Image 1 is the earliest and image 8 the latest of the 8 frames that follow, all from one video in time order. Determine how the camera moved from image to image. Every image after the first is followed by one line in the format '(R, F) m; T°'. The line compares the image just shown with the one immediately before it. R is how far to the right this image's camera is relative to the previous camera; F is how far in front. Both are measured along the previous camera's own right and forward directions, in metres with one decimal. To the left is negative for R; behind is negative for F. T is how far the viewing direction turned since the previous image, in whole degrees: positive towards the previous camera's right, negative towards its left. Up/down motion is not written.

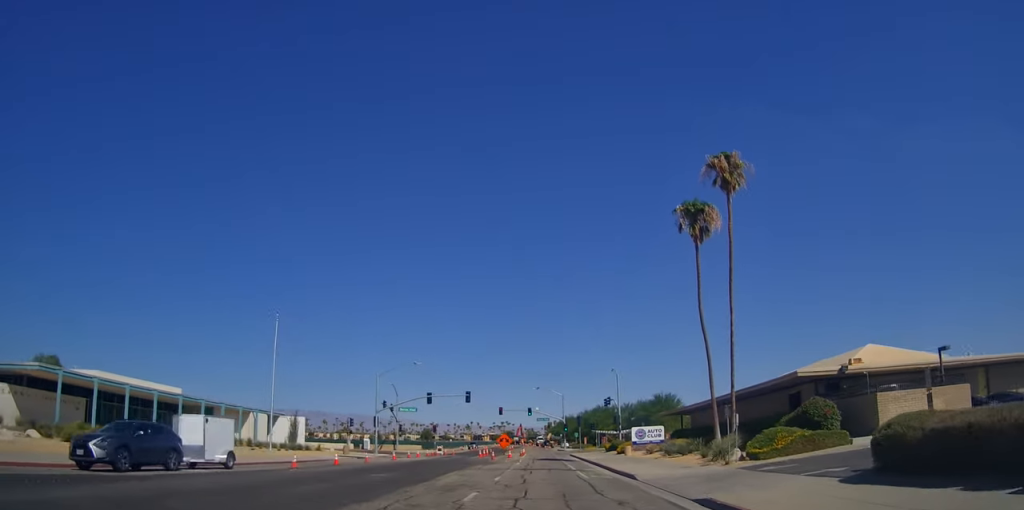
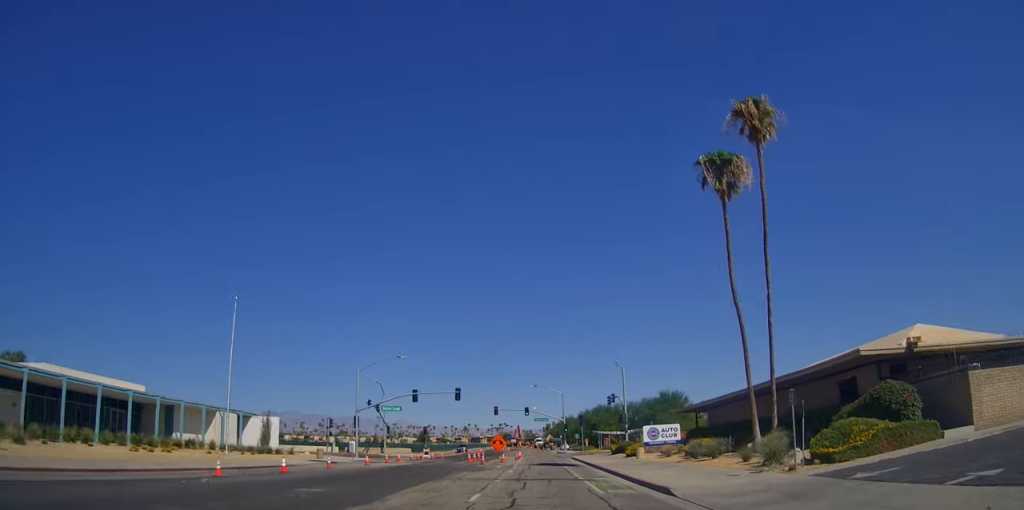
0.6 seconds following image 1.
(0.0, +6.7) m; 0°
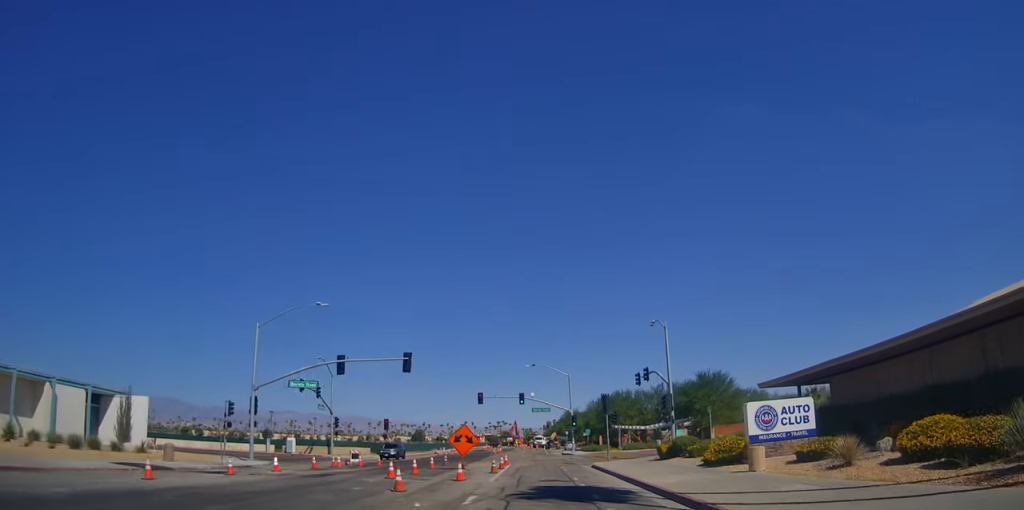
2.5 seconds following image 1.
(0.0, +22.7) m; 0°
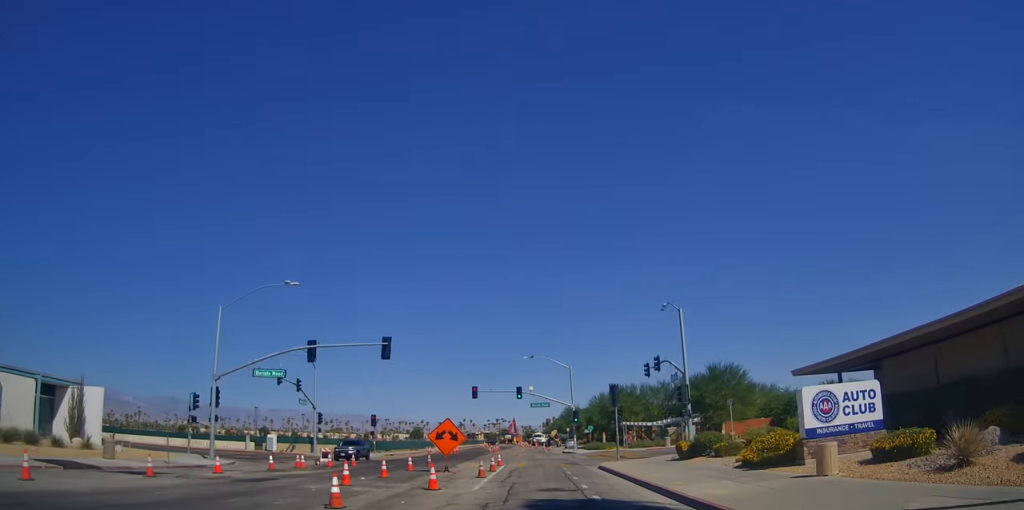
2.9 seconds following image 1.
(0.0, +5.2) m; 0°
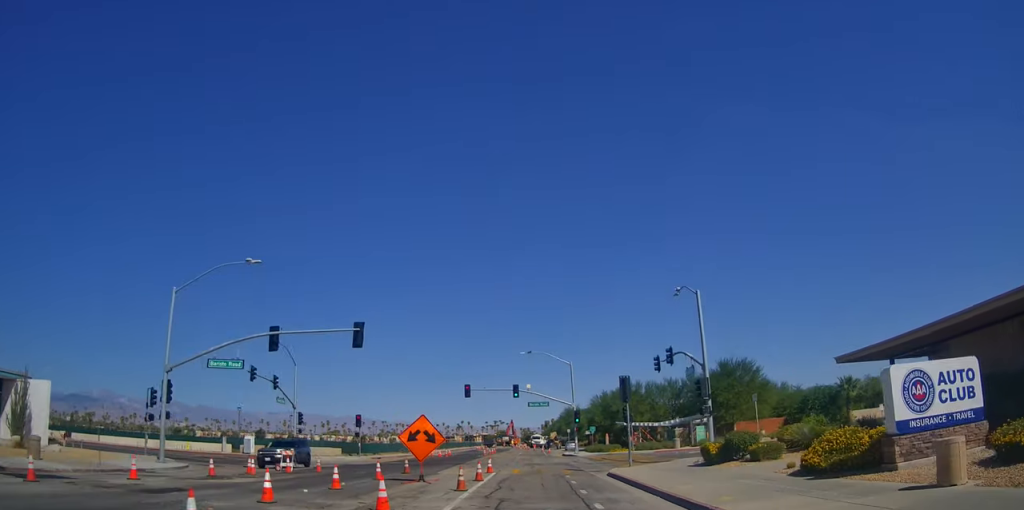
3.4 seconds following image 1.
(0.0, +5.2) m; 0°
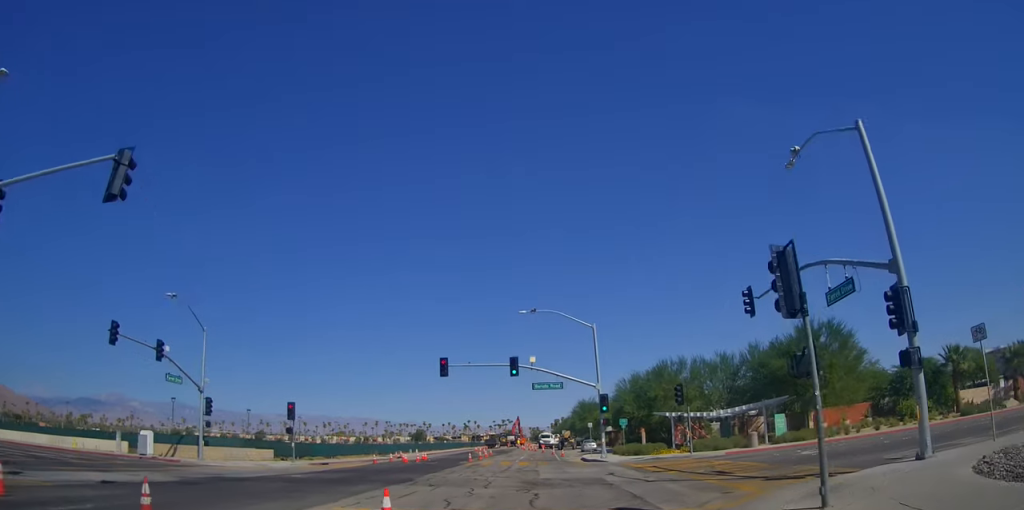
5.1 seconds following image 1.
(0.0, +19.4) m; 0°
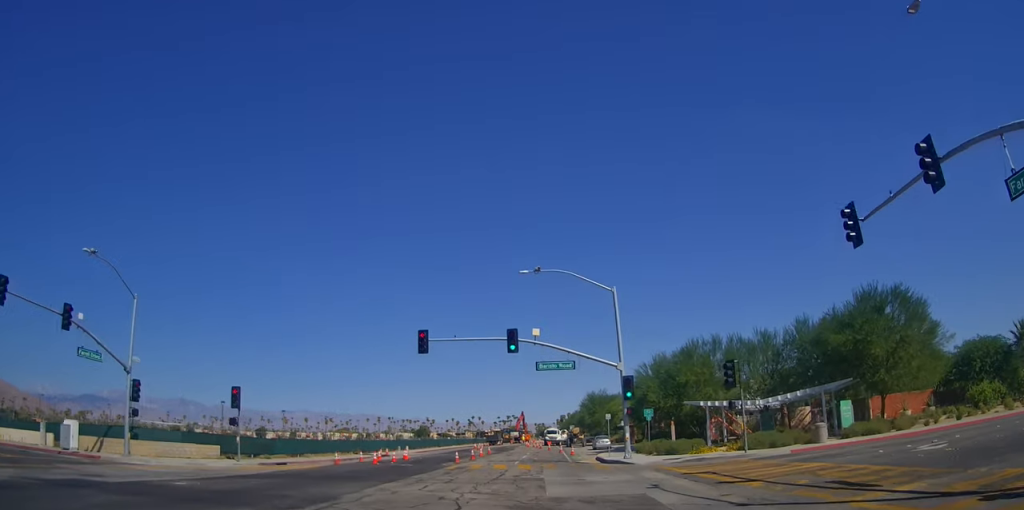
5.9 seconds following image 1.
(0.0, +9.3) m; 0°
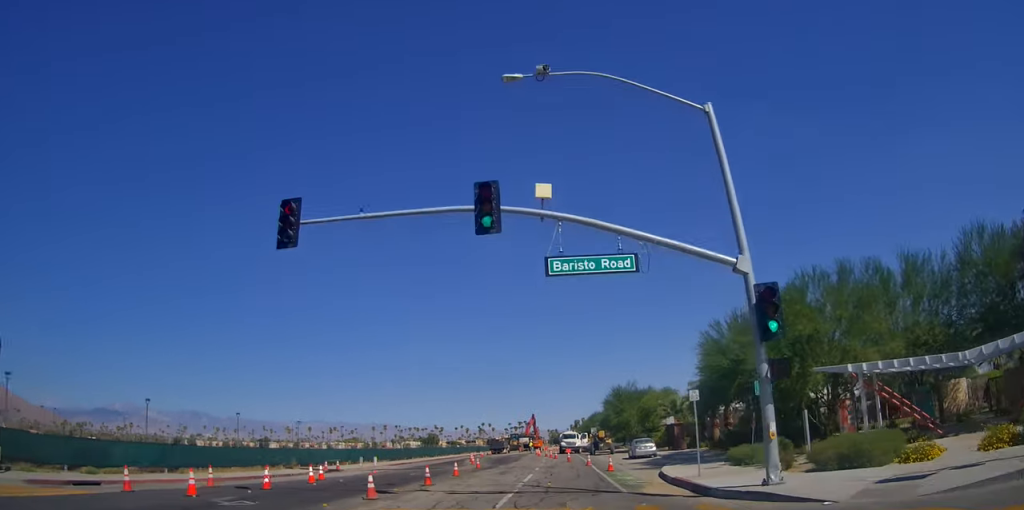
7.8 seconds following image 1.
(0.0, +18.4) m; -2°
